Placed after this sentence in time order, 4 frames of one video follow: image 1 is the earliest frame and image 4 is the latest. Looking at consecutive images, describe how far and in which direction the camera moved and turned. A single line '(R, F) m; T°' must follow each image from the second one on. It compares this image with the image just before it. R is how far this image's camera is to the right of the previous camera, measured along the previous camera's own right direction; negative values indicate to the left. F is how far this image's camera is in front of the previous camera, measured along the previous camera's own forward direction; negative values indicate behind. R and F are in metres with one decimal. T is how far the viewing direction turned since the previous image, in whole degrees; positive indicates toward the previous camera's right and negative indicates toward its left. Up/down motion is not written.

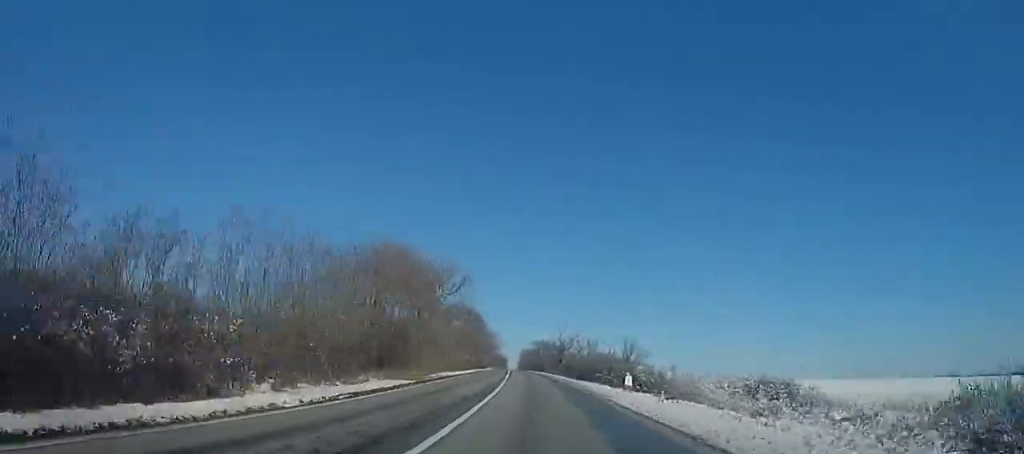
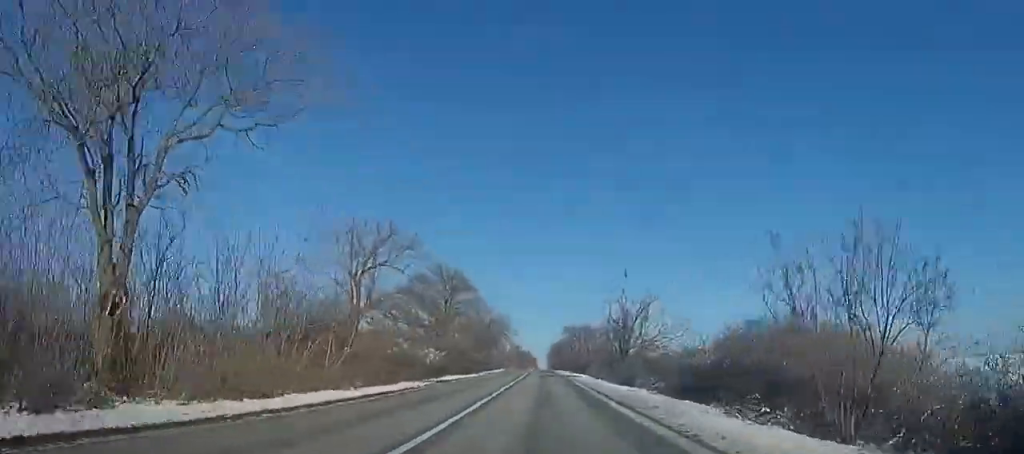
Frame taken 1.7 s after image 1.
(-7.6, +46.2) m; -10°
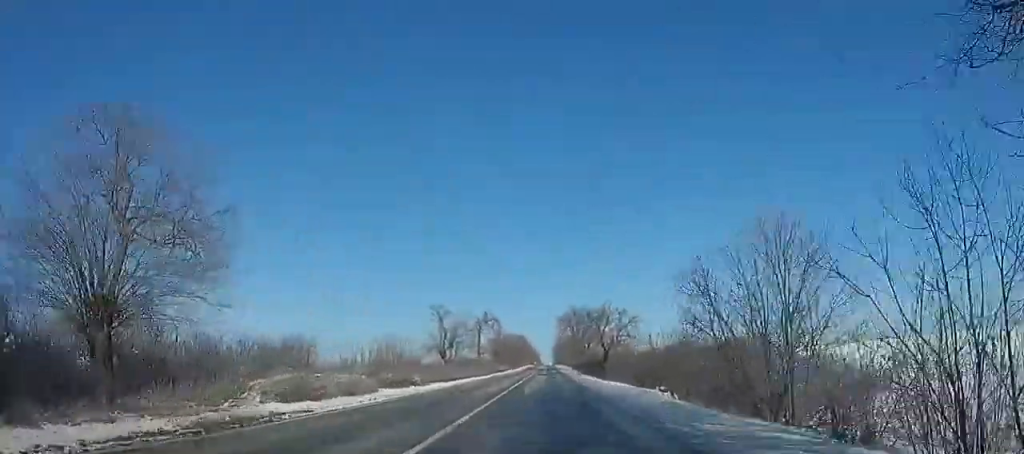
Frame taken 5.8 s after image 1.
(-4.0, +108.6) m; 0°
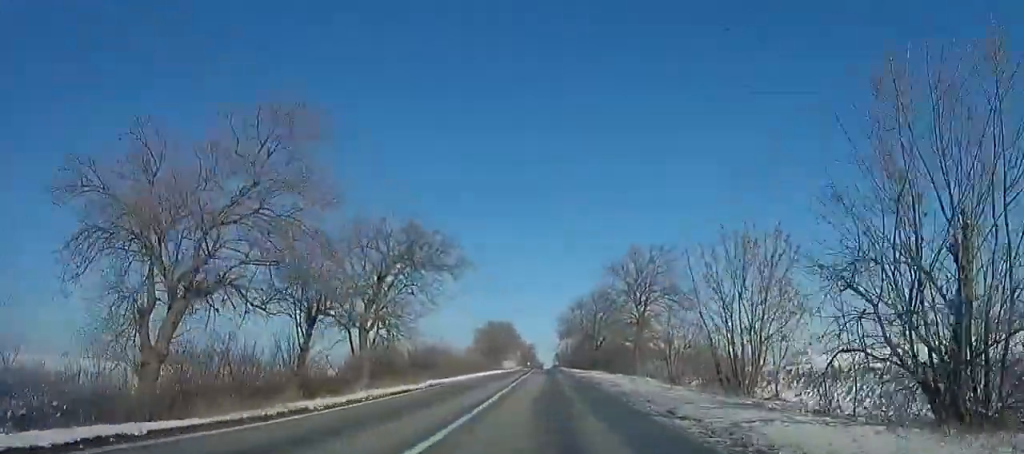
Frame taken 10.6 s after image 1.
(+0.7, +117.8) m; 0°
